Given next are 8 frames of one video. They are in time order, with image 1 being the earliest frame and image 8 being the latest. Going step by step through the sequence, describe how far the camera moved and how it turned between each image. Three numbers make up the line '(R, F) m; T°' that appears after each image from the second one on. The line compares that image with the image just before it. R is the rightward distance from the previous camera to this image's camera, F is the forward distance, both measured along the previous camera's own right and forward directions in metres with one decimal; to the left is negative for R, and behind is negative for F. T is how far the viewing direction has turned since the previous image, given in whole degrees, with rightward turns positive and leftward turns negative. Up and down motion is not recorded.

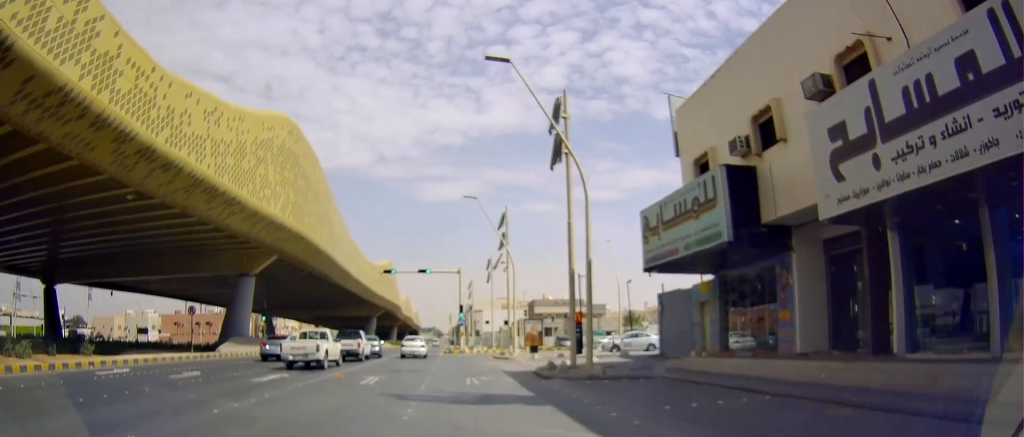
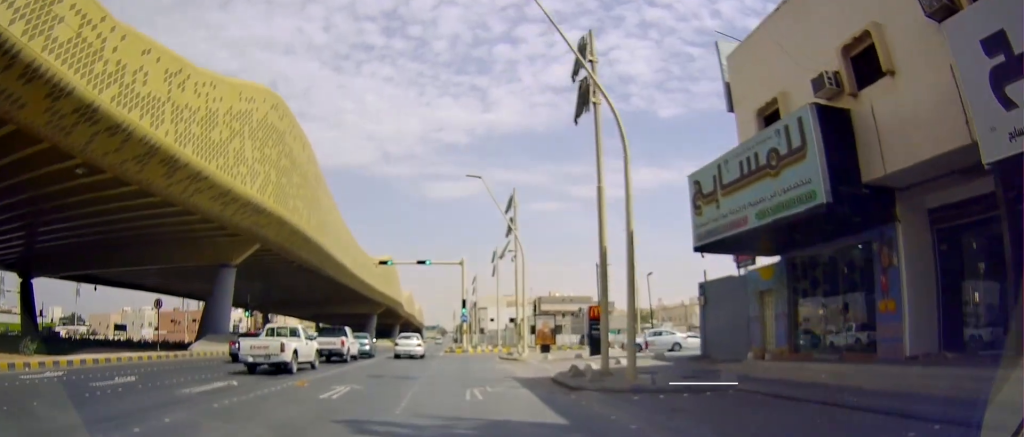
(+0.5, +4.8) m; +3°
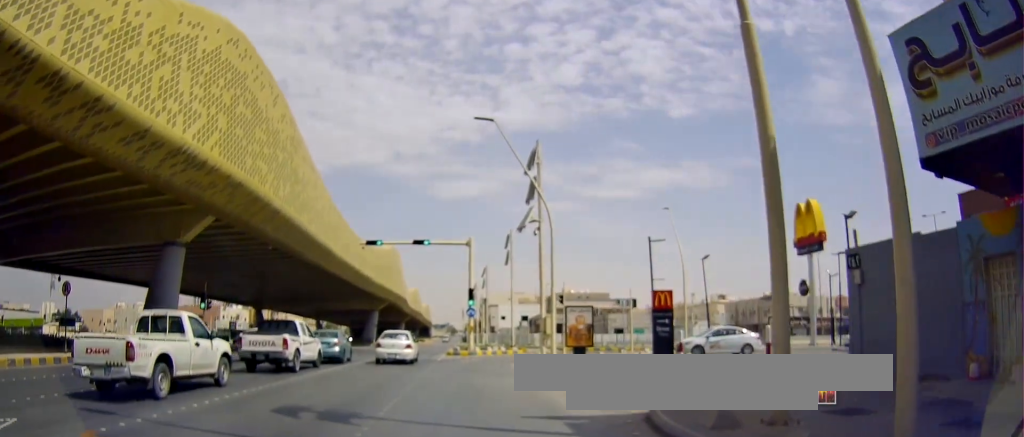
(0.0, +9.6) m; -1°
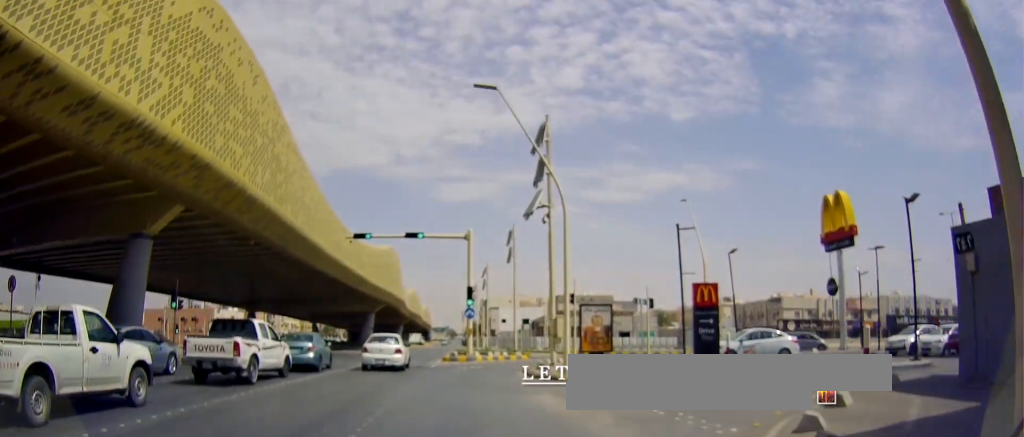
(0.0, +4.1) m; -1°
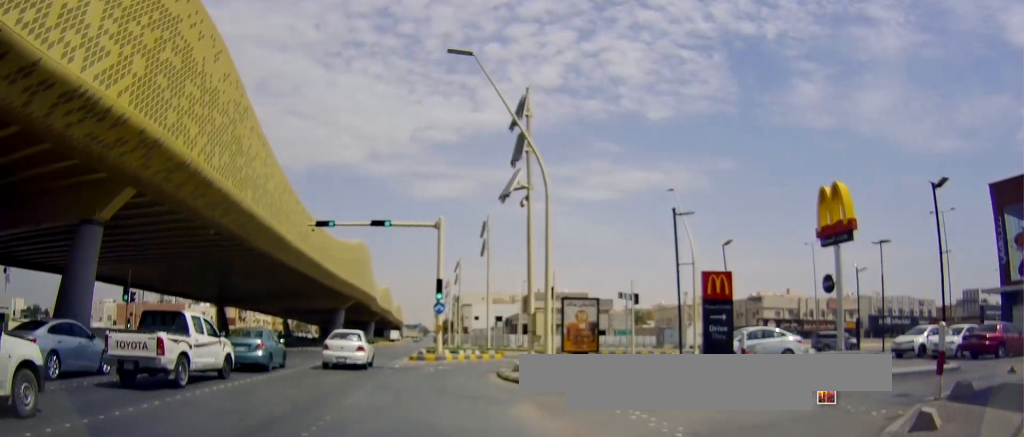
(0.0, +2.8) m; 0°
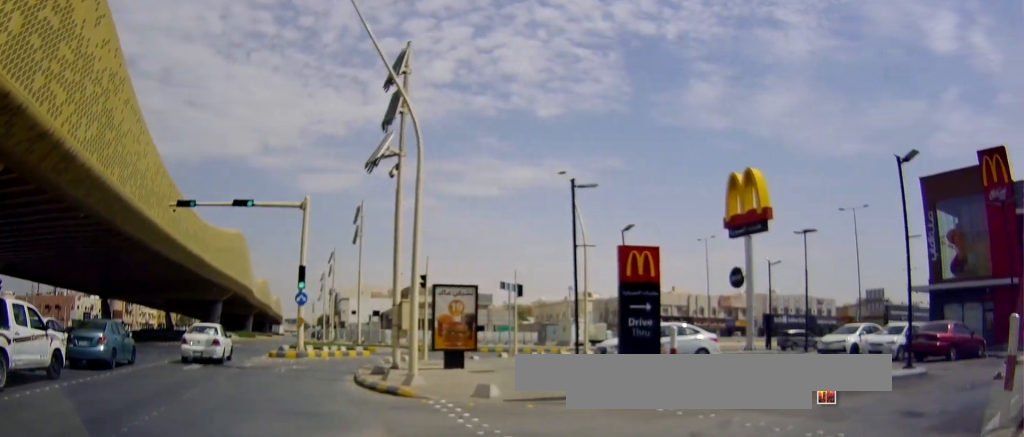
(0.0, +4.0) m; +5°
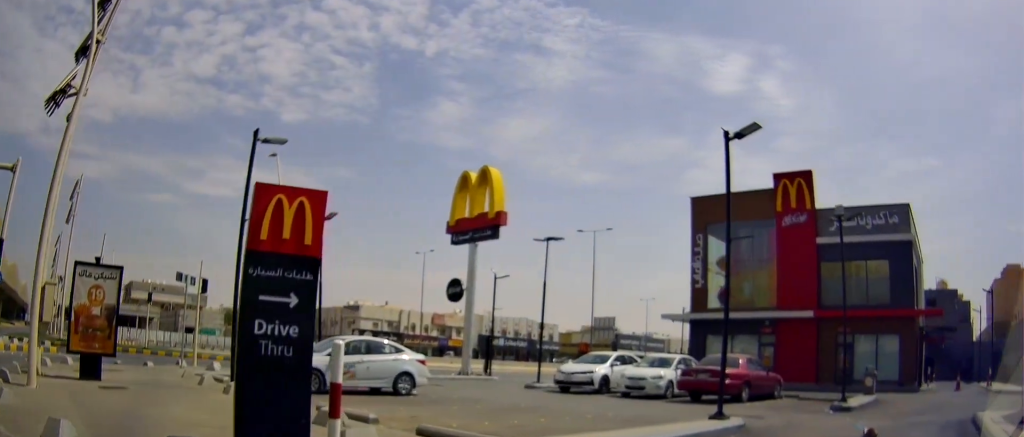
(+1.3, +5.6) m; +32°
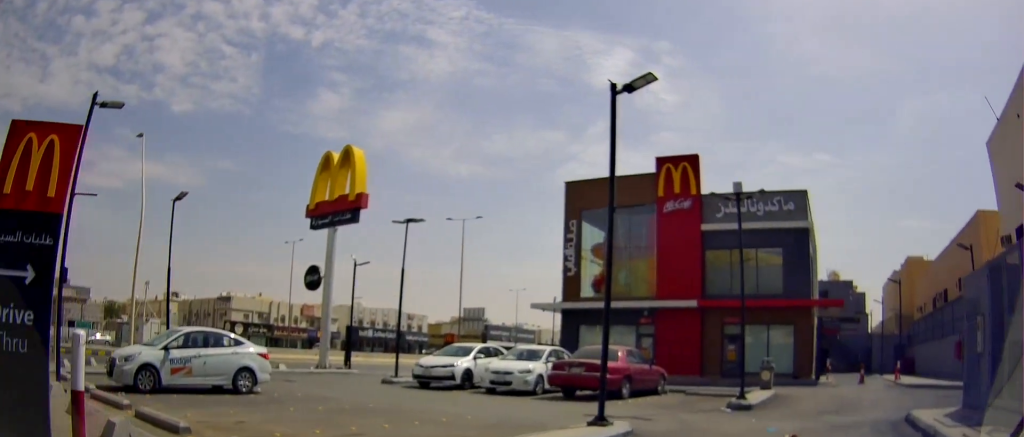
(+0.4, +2.3) m; +11°
